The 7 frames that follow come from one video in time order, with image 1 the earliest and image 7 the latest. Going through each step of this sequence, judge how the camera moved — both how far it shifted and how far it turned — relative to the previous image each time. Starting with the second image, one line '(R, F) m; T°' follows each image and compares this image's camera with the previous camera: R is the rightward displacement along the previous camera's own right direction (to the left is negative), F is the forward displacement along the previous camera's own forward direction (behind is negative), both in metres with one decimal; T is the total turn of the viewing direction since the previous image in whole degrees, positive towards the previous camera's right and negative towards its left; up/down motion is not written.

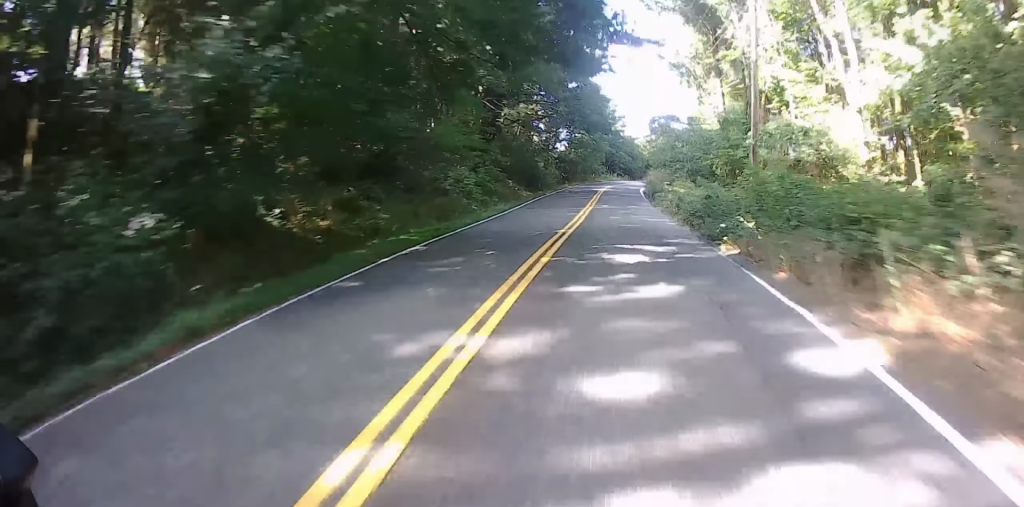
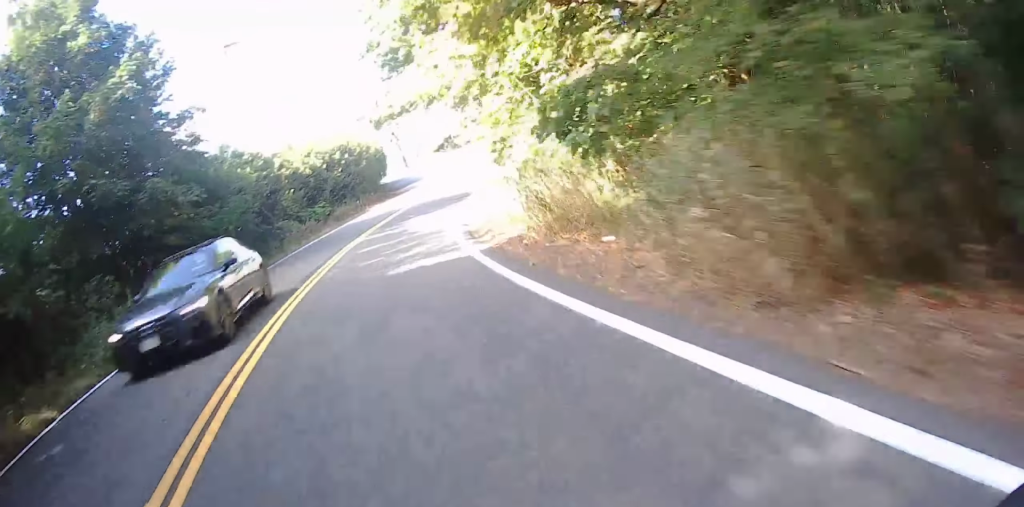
(-0.1, +75.5) m; 0°
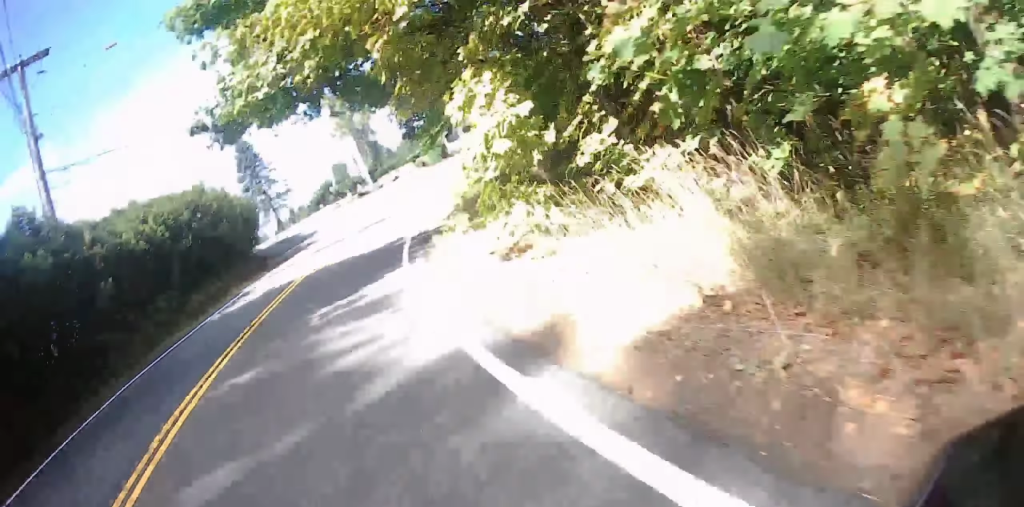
(0.0, +13.9) m; 0°
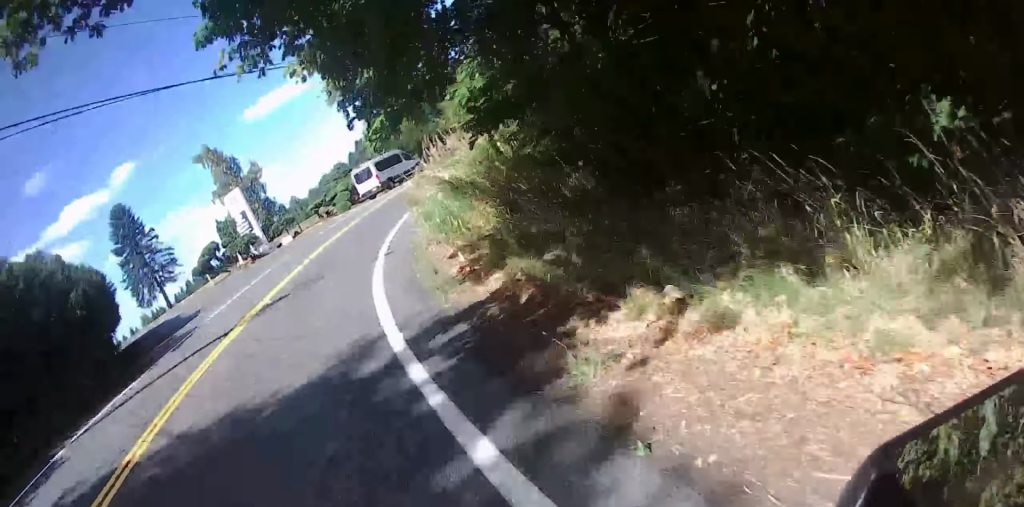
(0.0, +13.0) m; 0°
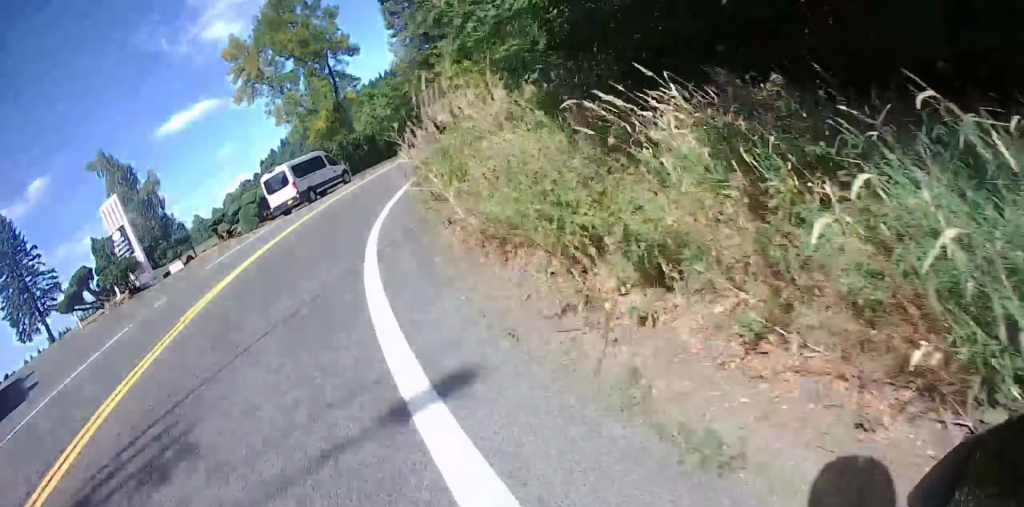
(0.0, +12.0) m; 0°
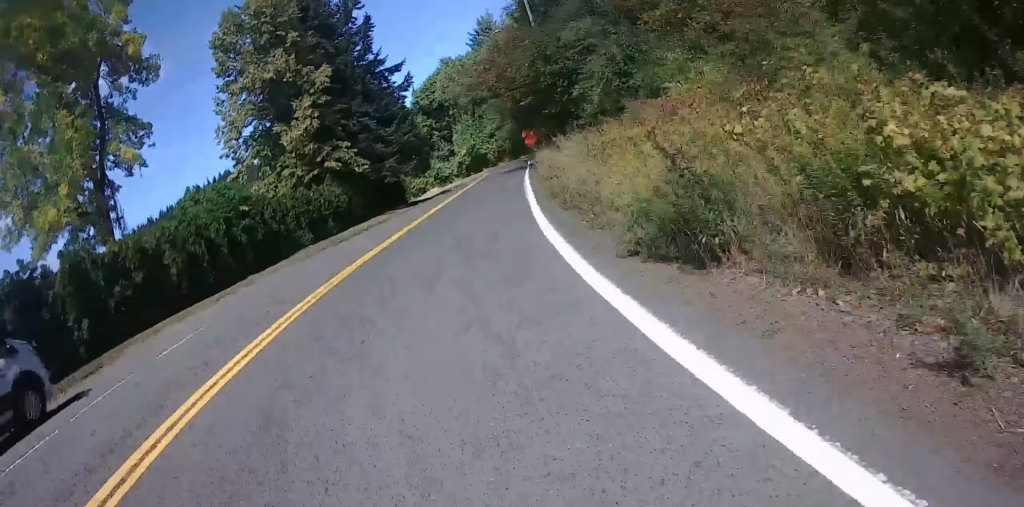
(+1.0, +27.8) m; +14°
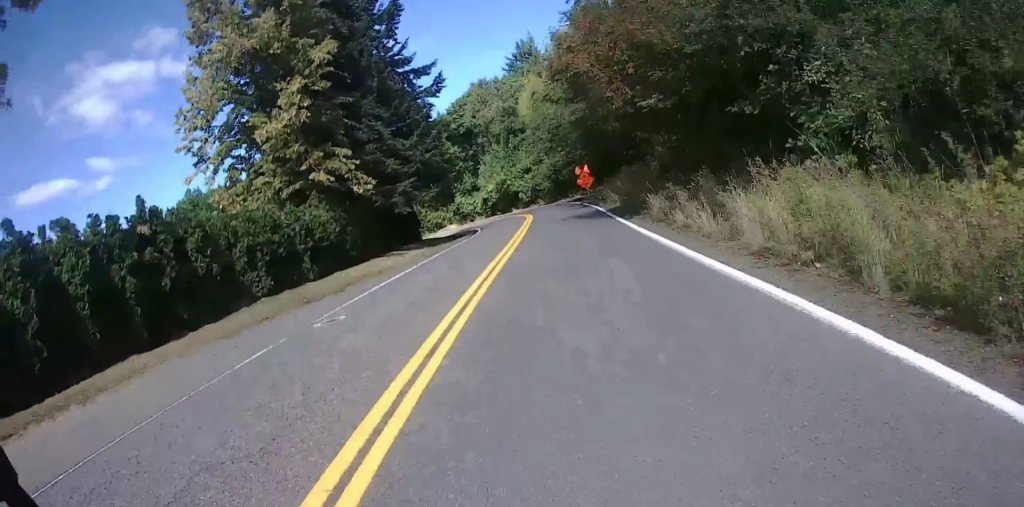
(+0.6, +10.7) m; +19°
